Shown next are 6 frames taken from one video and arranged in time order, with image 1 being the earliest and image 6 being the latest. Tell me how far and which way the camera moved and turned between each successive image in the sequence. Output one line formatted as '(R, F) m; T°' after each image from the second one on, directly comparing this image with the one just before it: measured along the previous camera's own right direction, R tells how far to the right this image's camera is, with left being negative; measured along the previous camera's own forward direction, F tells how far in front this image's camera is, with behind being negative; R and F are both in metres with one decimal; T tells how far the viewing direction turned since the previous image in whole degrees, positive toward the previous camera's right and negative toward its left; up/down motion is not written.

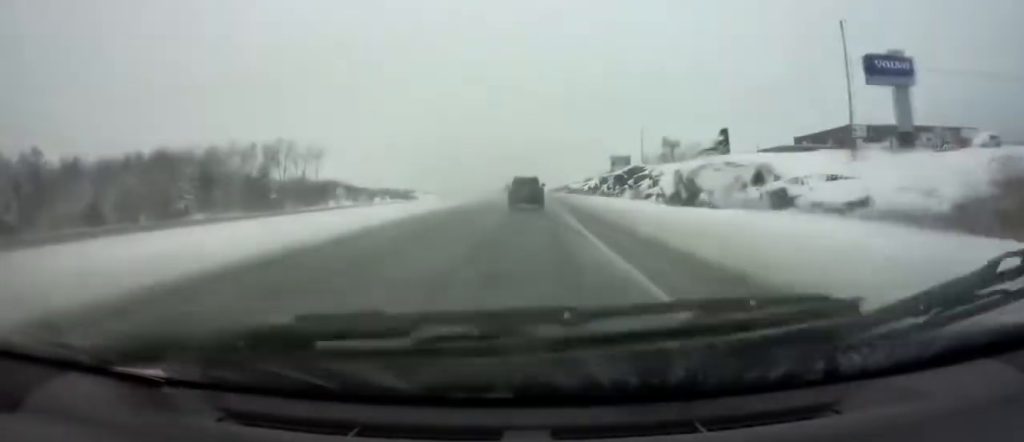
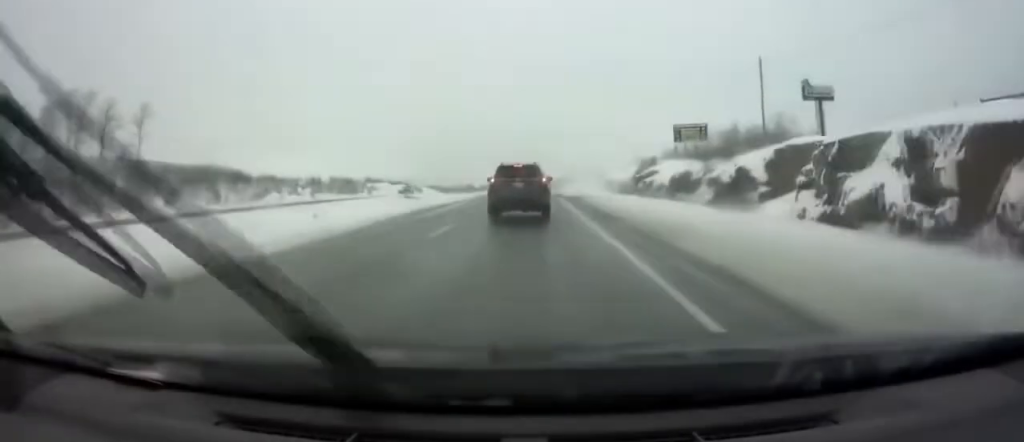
(-0.2, +60.0) m; 0°
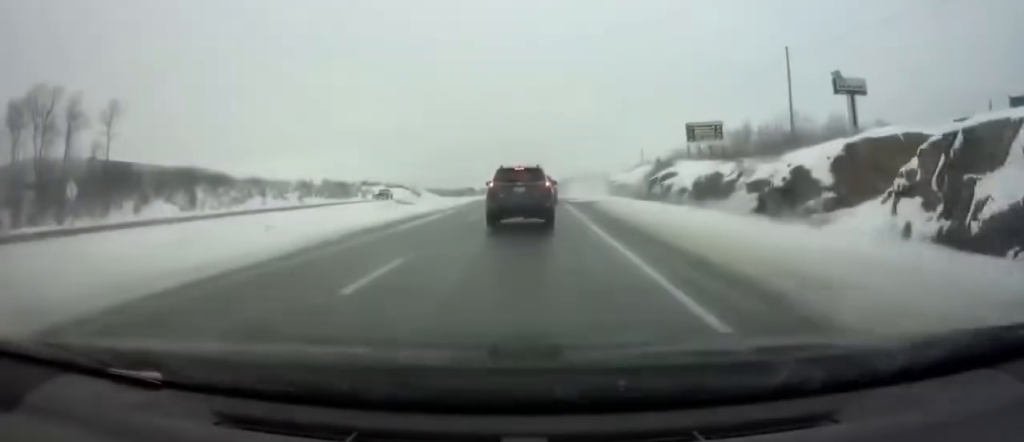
(0.0, +6.4) m; 0°
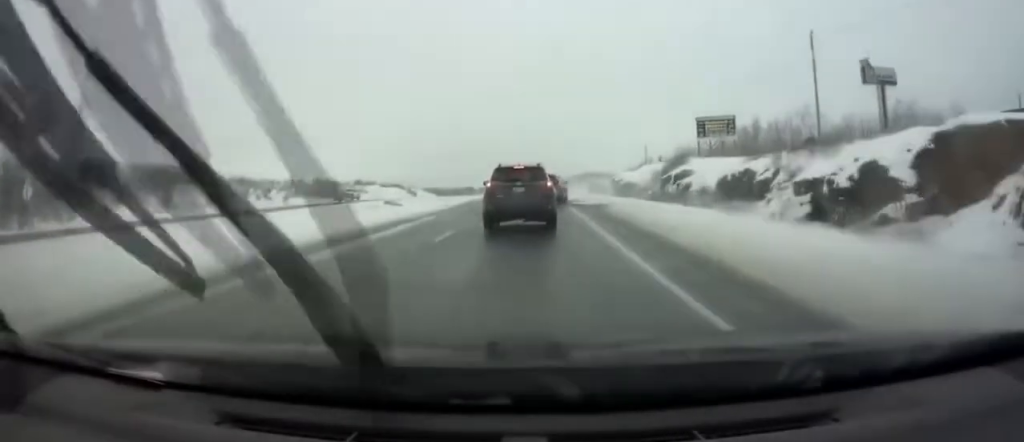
(0.0, +6.1) m; 0°
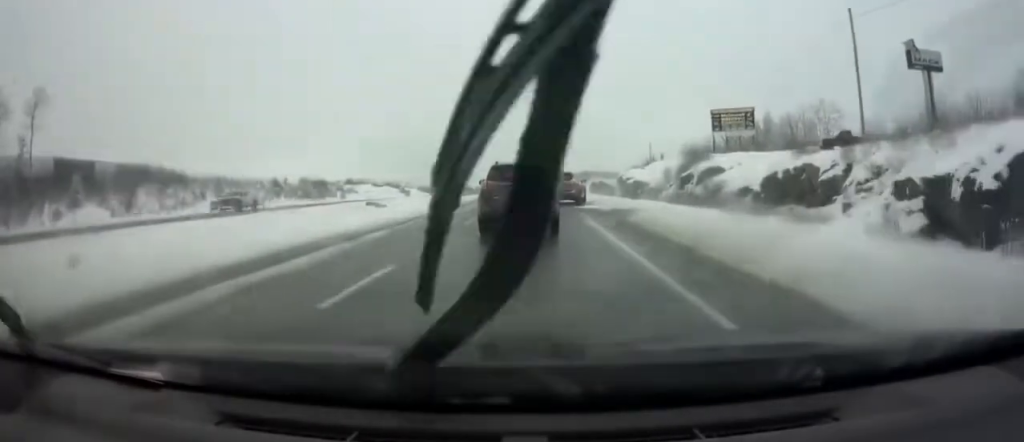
(+0.1, +7.6) m; +1°
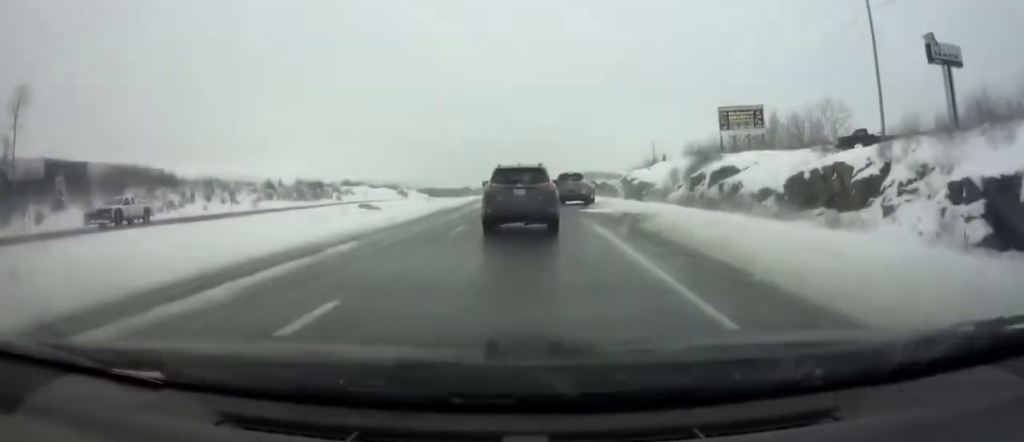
(0.0, +3.1) m; 0°
